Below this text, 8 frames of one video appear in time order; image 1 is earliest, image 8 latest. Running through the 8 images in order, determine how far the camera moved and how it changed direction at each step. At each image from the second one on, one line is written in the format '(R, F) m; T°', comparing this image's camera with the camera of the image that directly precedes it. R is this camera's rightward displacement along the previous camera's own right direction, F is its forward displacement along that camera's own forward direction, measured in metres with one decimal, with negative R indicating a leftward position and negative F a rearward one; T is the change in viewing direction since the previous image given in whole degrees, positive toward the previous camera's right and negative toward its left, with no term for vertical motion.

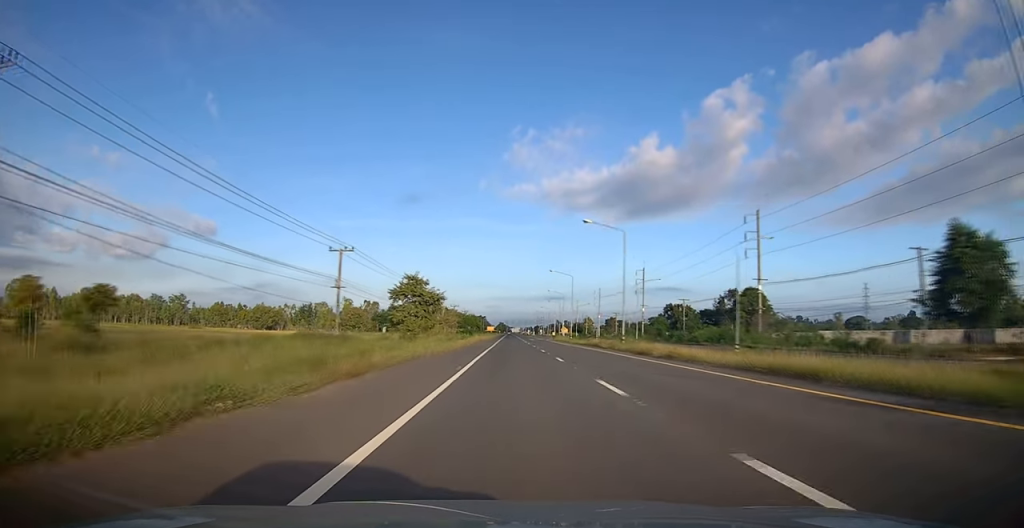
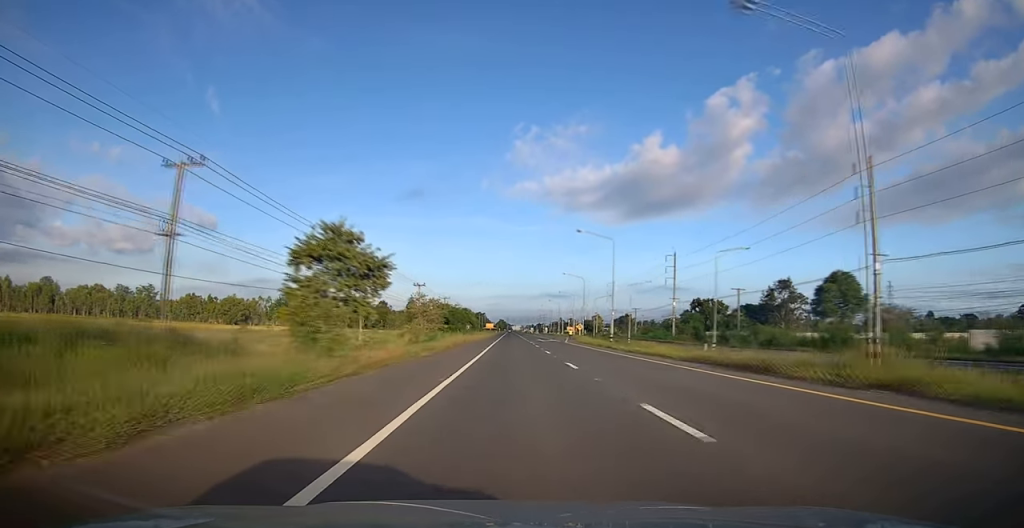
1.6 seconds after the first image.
(-0.8, +28.9) m; -1°
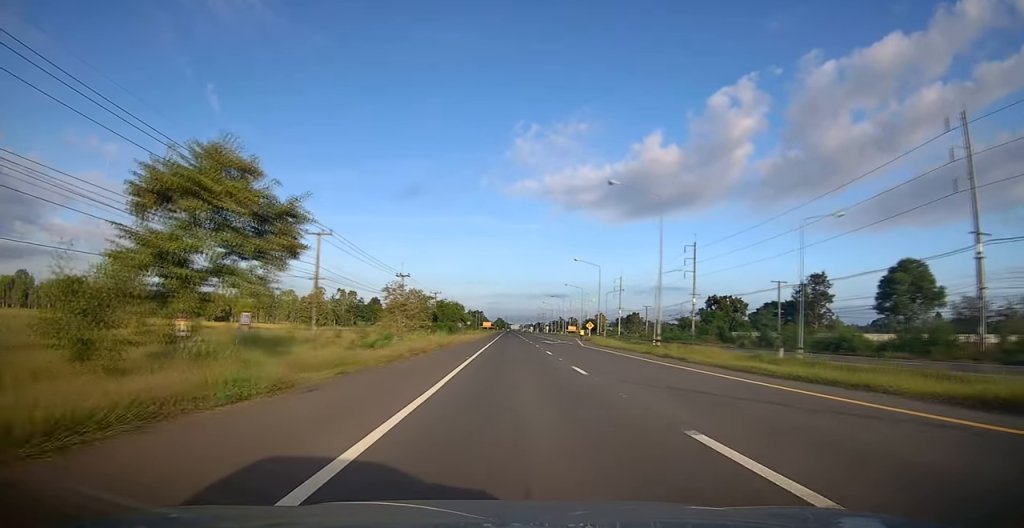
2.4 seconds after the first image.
(+0.1, +14.8) m; +1°
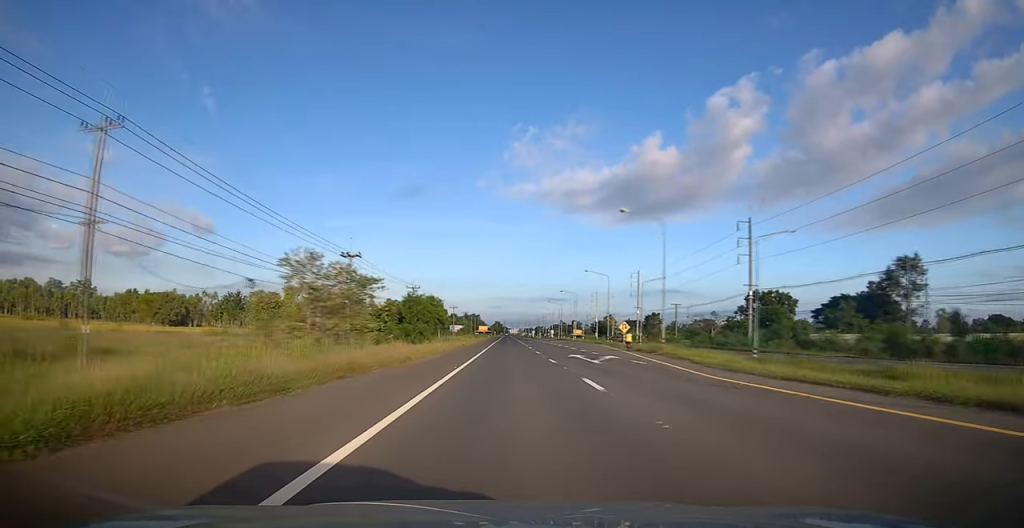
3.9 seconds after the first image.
(+0.1, +28.3) m; 0°
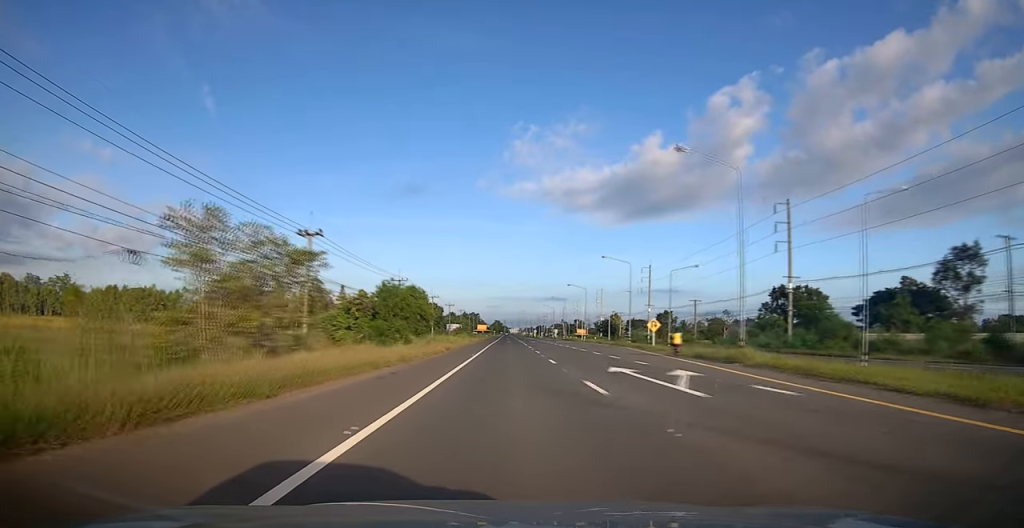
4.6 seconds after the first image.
(+0.1, +12.7) m; 0°
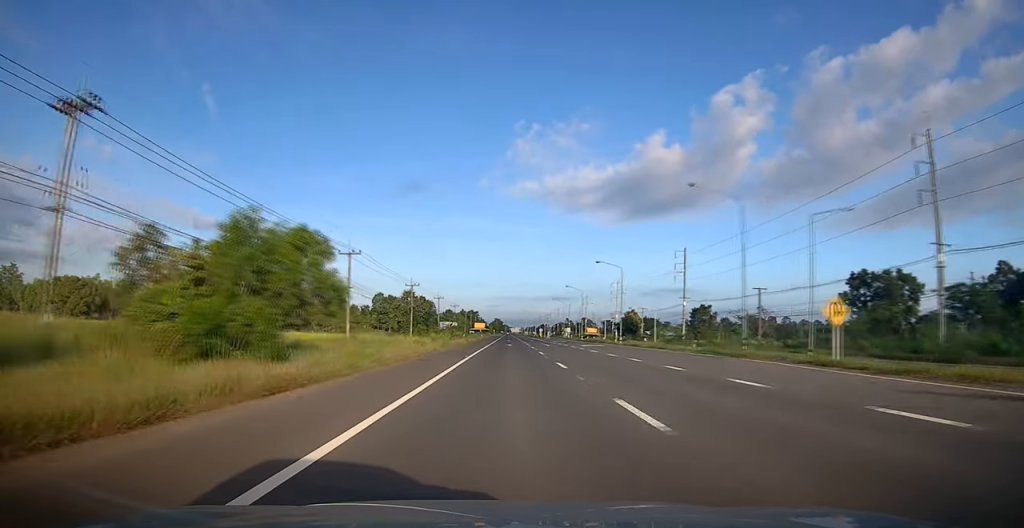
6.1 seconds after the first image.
(-0.3, +28.6) m; -1°
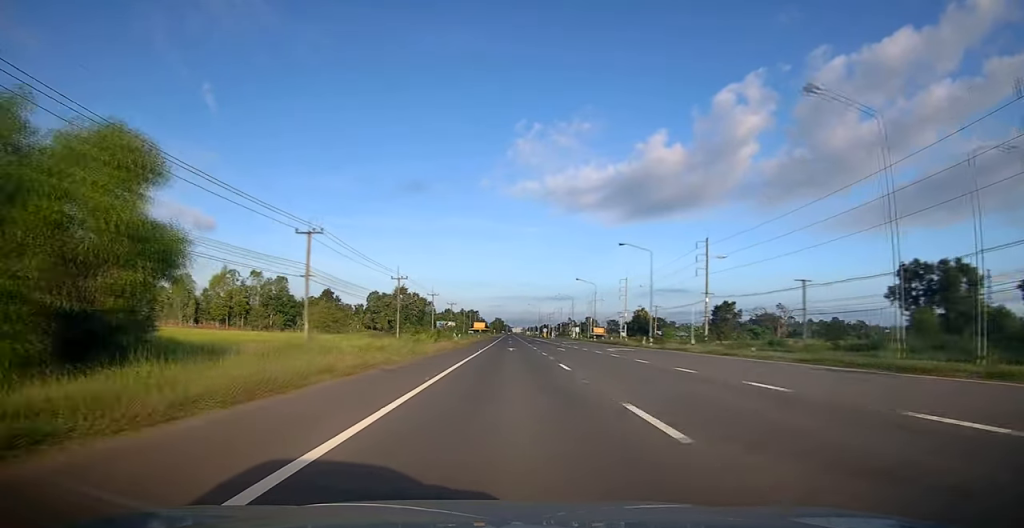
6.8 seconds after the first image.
(0.0, +13.0) m; 0°
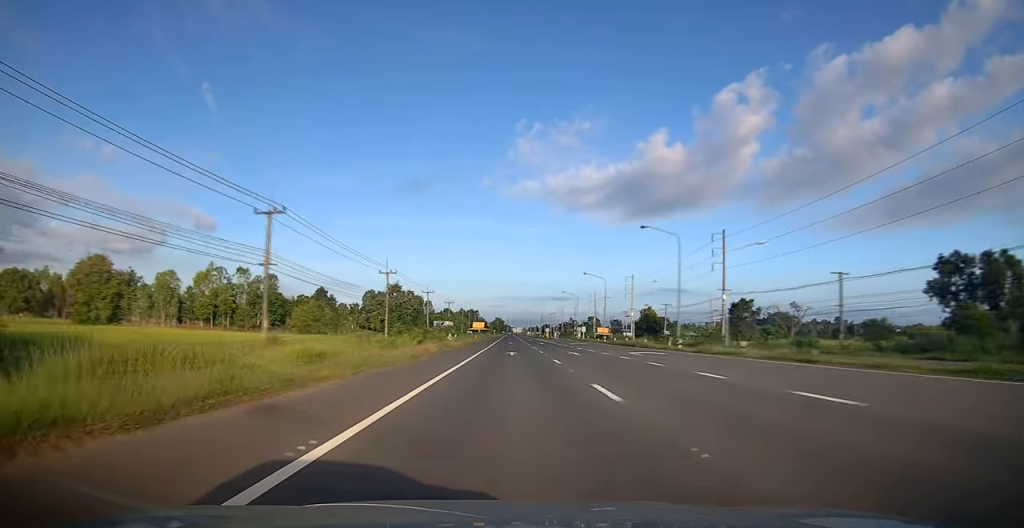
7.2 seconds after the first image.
(0.0, +8.4) m; 0°
